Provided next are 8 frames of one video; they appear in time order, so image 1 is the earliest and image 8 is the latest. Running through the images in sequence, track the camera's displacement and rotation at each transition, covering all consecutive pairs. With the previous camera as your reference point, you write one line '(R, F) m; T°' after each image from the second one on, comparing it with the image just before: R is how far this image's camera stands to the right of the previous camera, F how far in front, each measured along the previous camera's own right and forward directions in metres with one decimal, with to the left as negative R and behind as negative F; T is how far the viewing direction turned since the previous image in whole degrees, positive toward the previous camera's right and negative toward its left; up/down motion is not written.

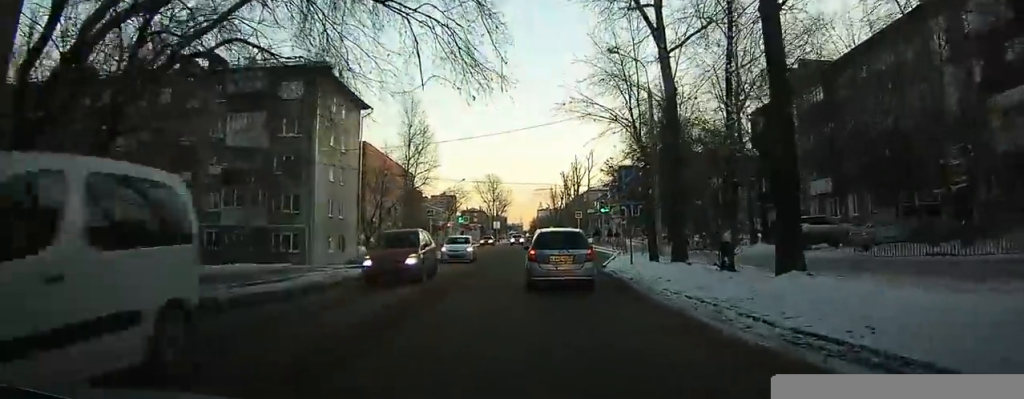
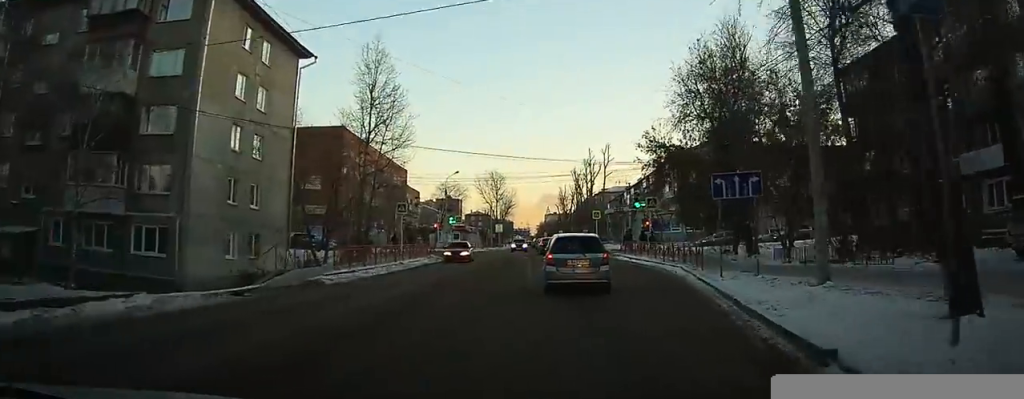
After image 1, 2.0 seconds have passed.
(+0.1, +16.9) m; 0°
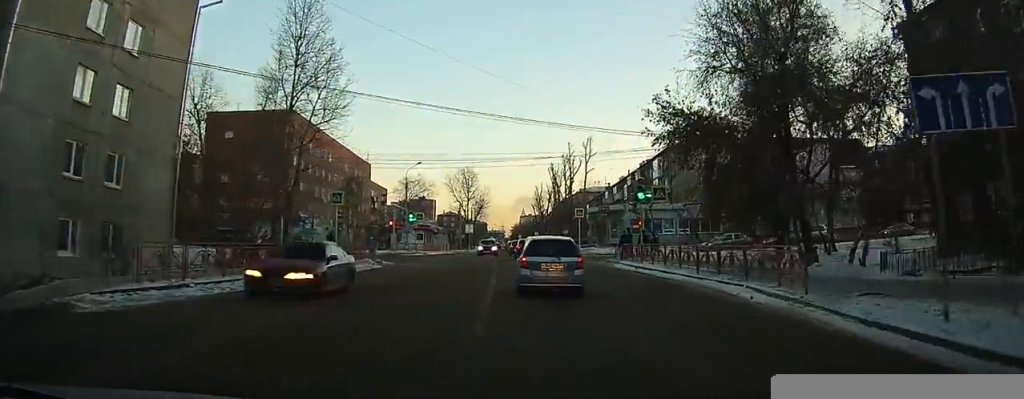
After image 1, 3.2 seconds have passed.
(0.0, +10.4) m; +1°
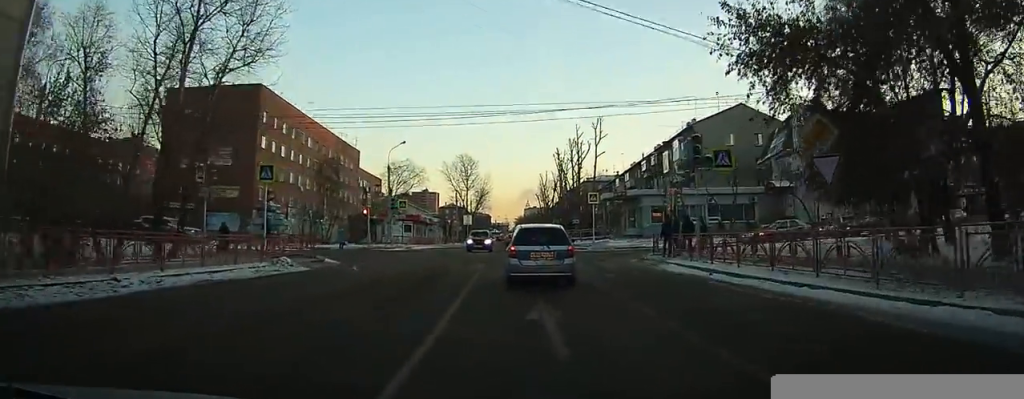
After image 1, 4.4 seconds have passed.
(+0.2, +10.6) m; +1°
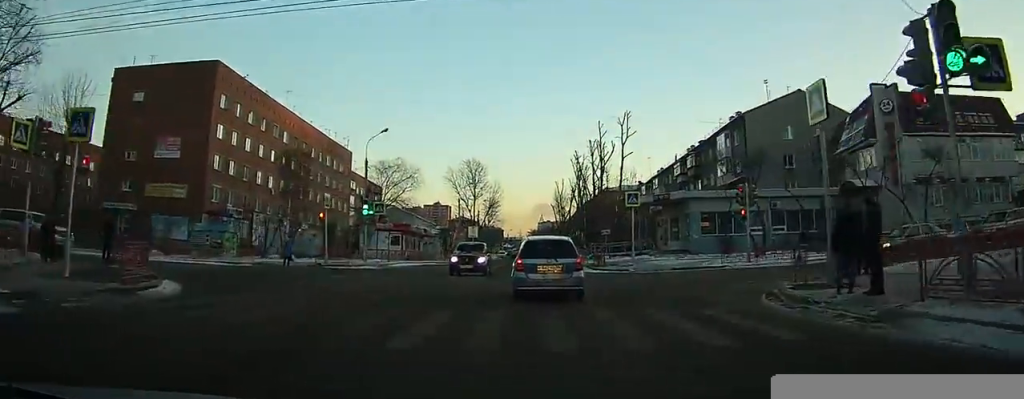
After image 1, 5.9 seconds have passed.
(0.0, +13.4) m; 0°
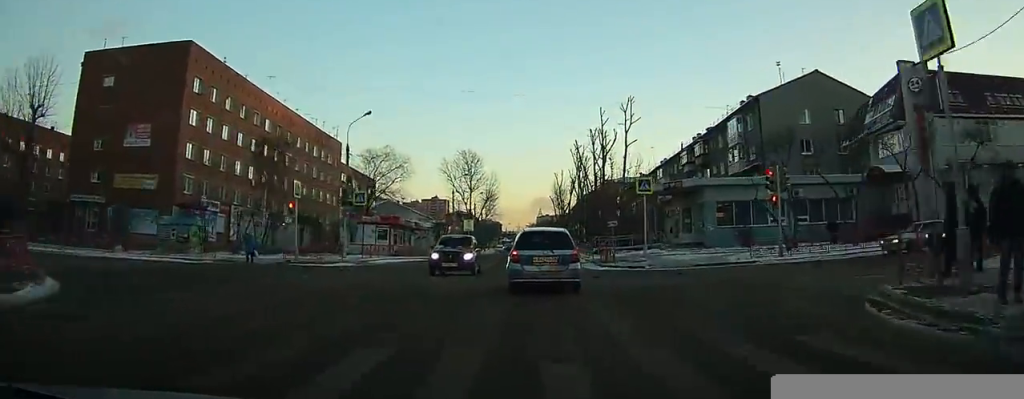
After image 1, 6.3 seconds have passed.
(0.0, +4.4) m; 0°
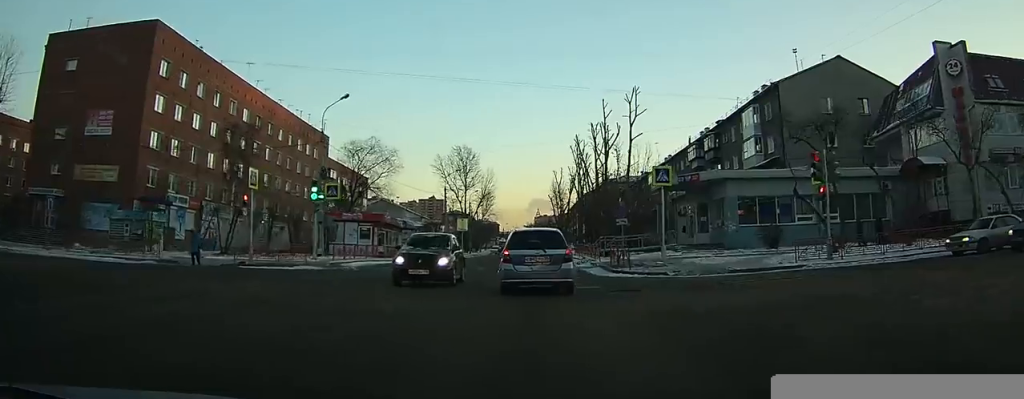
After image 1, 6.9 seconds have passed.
(0.0, +5.0) m; 0°
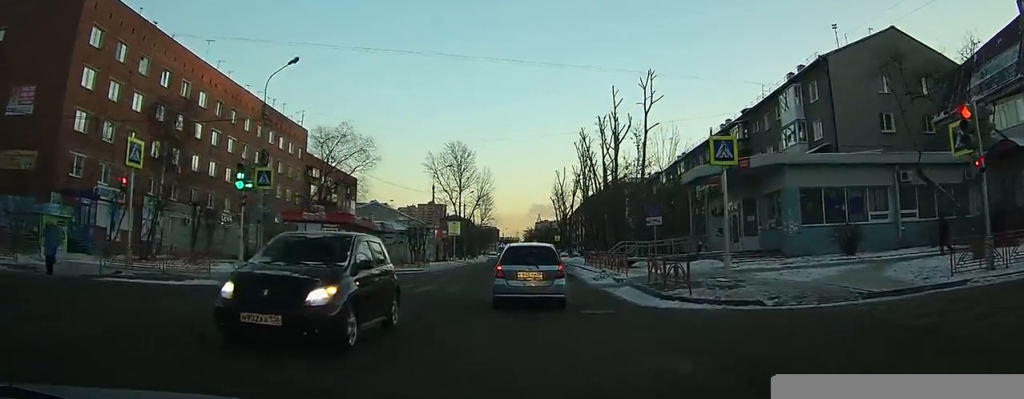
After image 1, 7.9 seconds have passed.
(0.0, +9.4) m; -2°
